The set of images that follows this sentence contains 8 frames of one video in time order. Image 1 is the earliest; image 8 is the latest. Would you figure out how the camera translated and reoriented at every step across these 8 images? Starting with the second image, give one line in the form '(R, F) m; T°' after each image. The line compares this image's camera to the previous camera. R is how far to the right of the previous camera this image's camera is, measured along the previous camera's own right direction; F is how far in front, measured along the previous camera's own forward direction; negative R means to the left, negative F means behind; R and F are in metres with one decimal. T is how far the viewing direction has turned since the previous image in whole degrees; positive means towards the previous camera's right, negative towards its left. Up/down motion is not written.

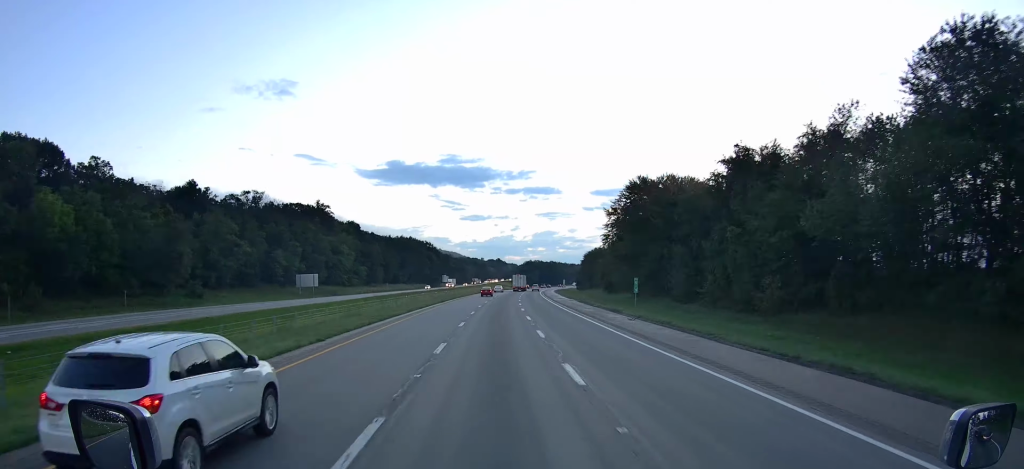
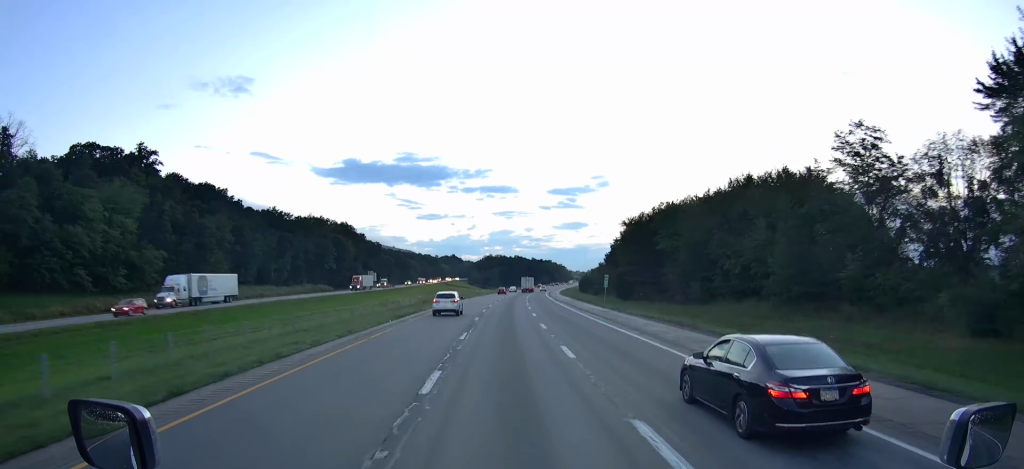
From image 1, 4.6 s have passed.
(+4.6, +129.2) m; +4°
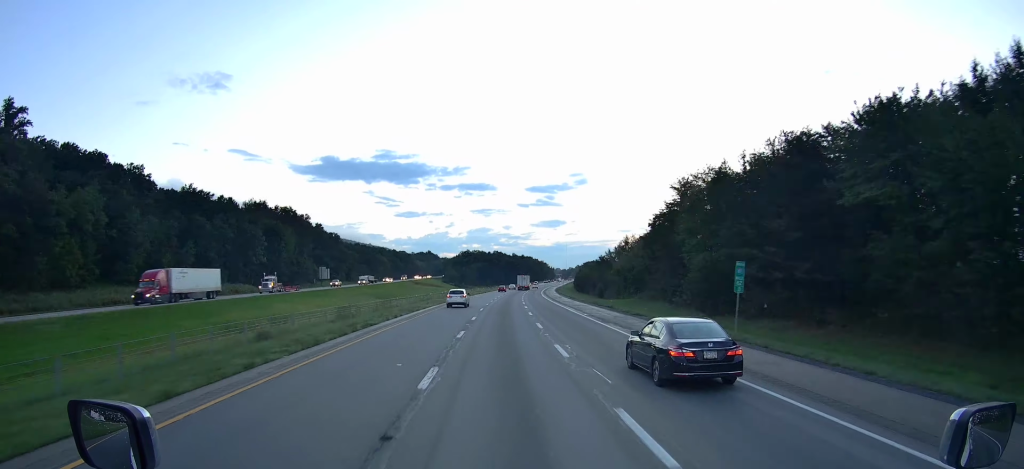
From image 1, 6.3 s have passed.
(+0.8, +47.9) m; +1°
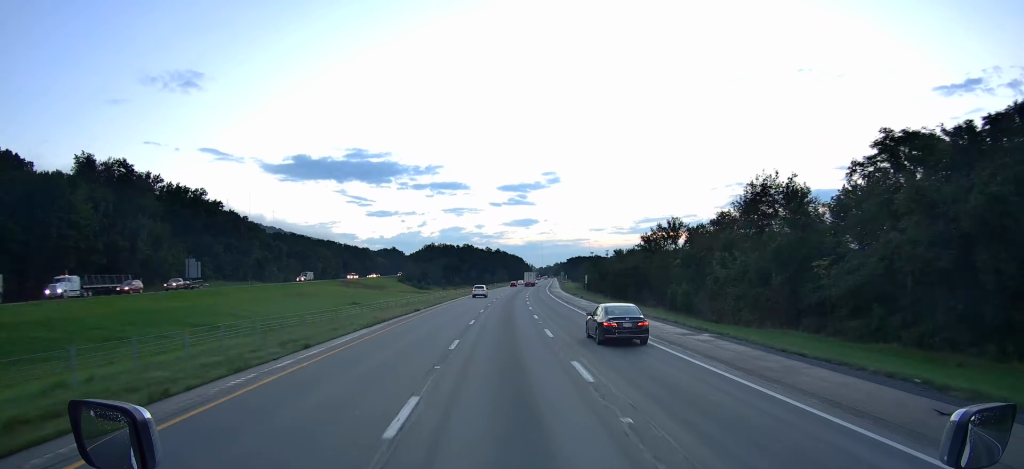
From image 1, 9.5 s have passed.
(+2.0, +90.2) m; +3°
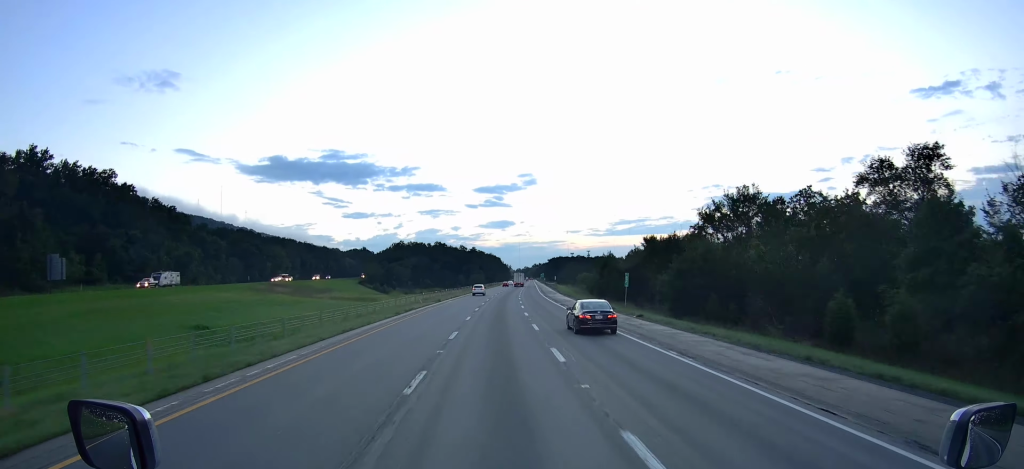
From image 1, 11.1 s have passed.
(0.0, +45.3) m; +1°
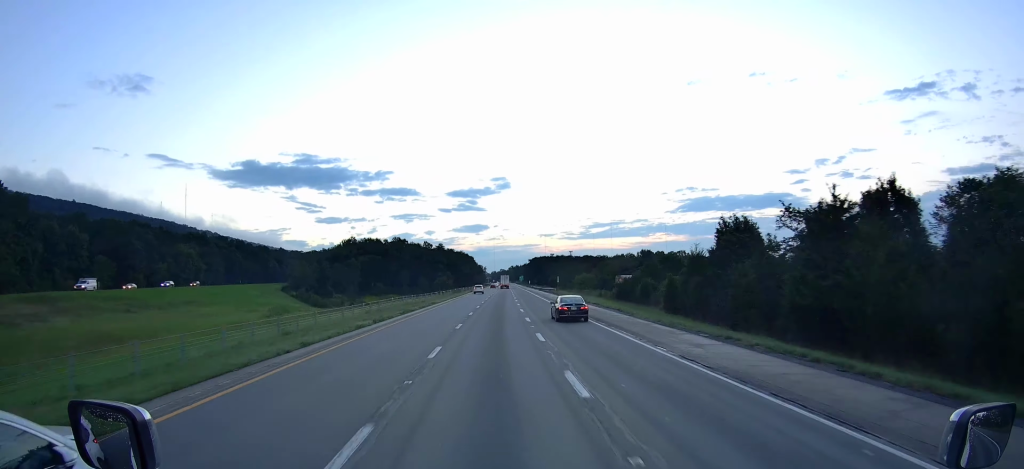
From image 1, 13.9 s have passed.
(+2.1, +79.4) m; +2°
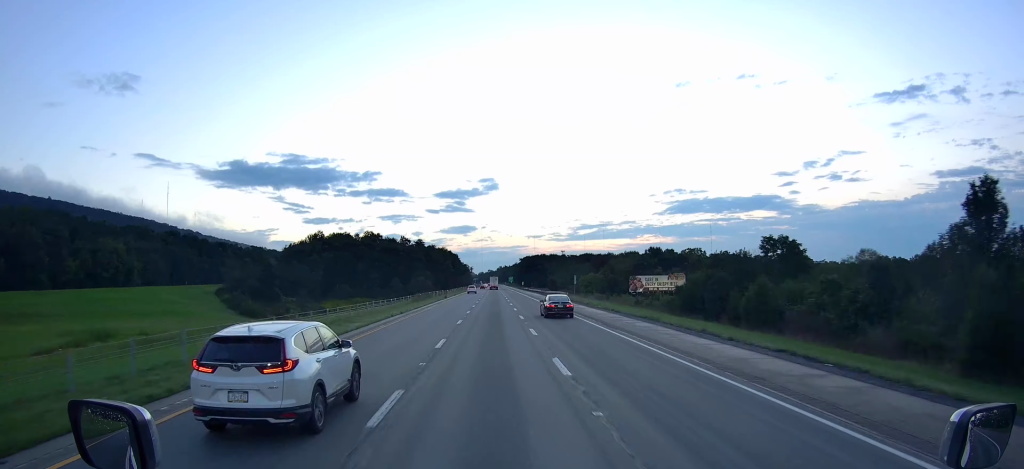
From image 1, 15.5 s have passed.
(+0.8, +45.4) m; +1°
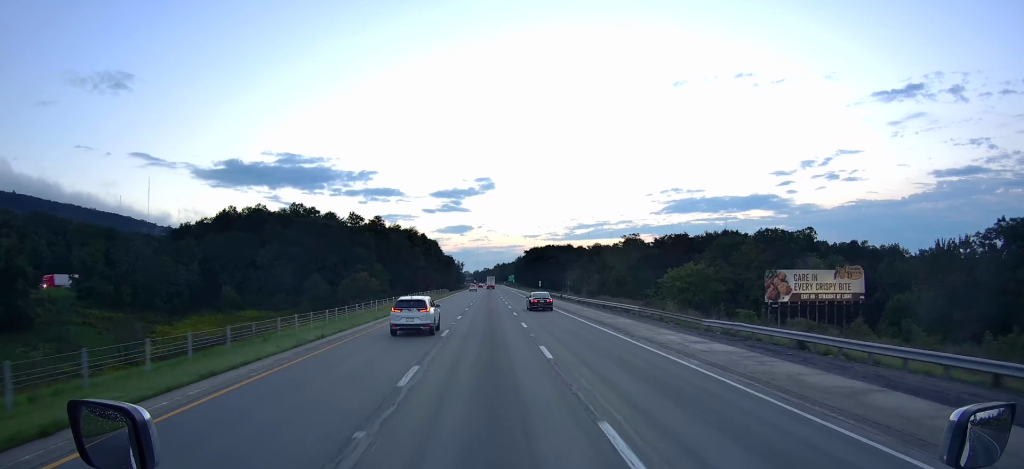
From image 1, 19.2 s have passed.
(+0.8, +105.2) m; 0°
